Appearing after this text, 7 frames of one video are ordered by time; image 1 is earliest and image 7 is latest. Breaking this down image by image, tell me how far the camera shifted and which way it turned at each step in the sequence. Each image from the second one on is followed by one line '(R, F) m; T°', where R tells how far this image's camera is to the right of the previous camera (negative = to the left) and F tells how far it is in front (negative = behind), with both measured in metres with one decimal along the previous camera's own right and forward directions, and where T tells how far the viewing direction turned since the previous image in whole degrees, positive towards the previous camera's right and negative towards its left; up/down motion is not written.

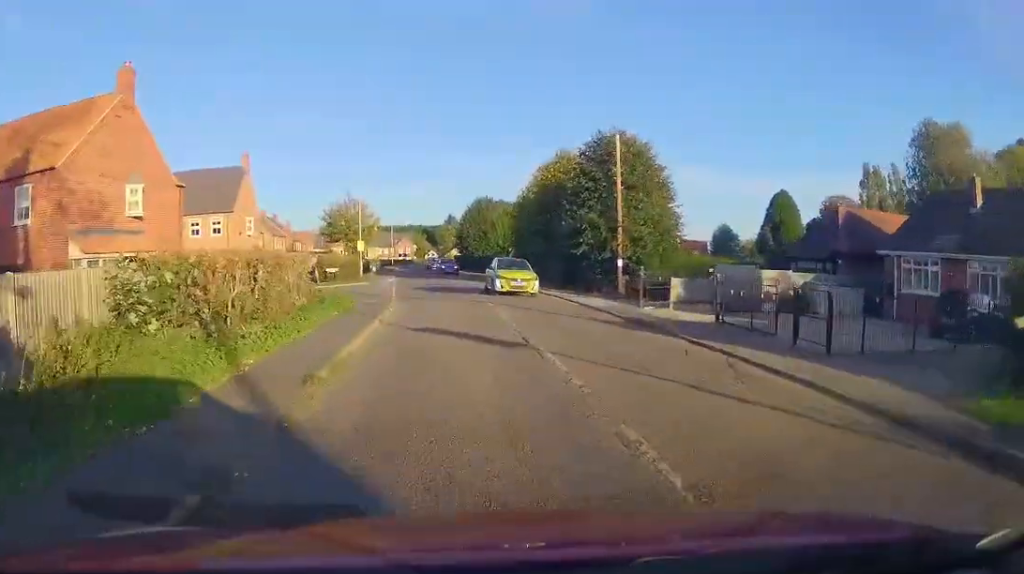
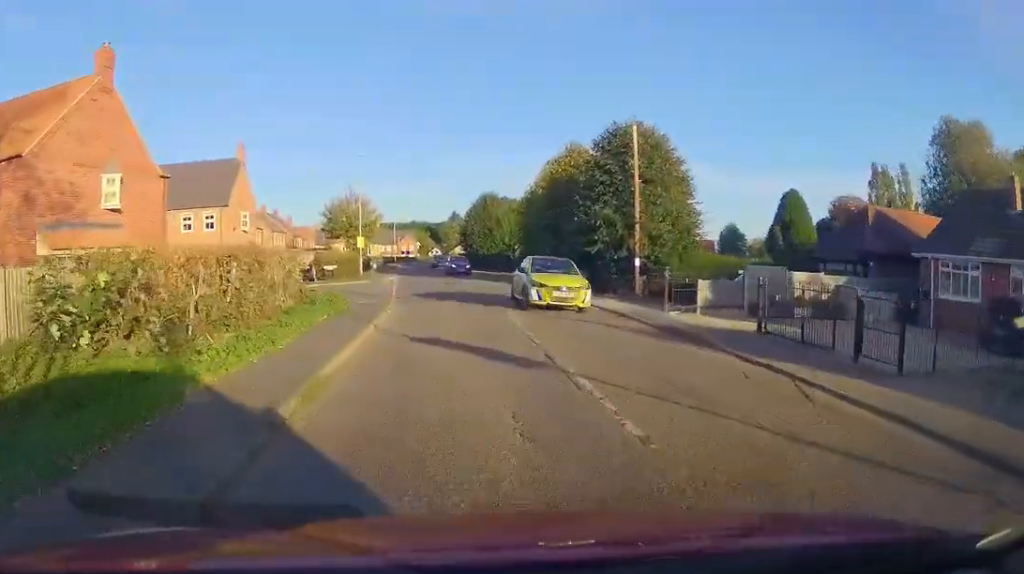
(+0.2, +2.7) m; 0°
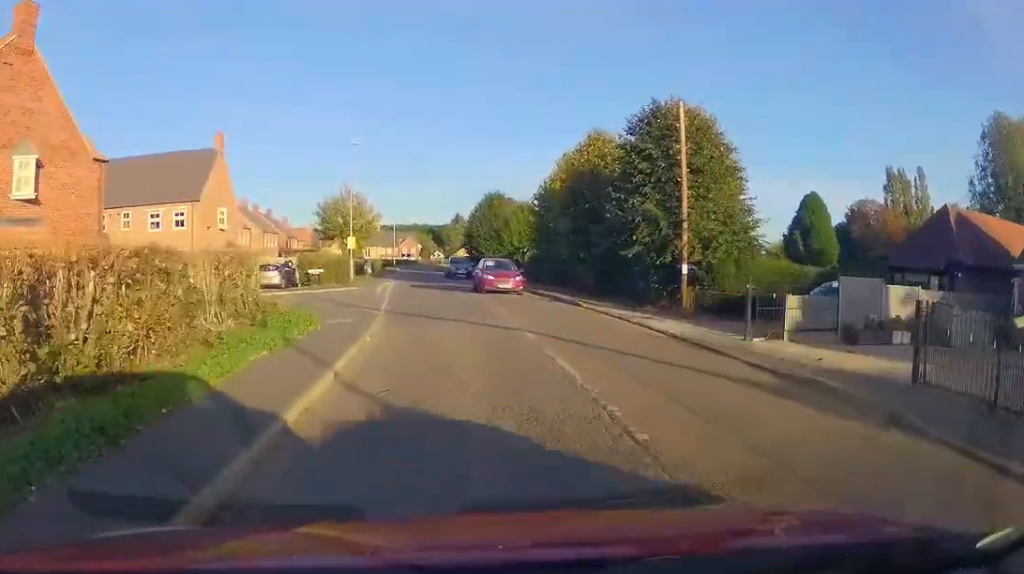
(-0.2, +7.1) m; -1°
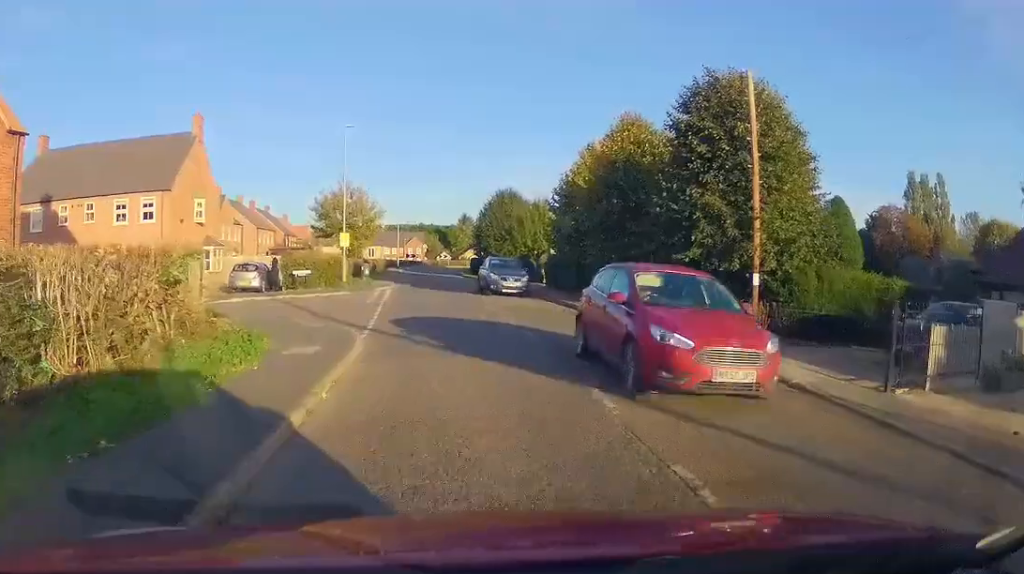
(+0.2, +5.6) m; -1°
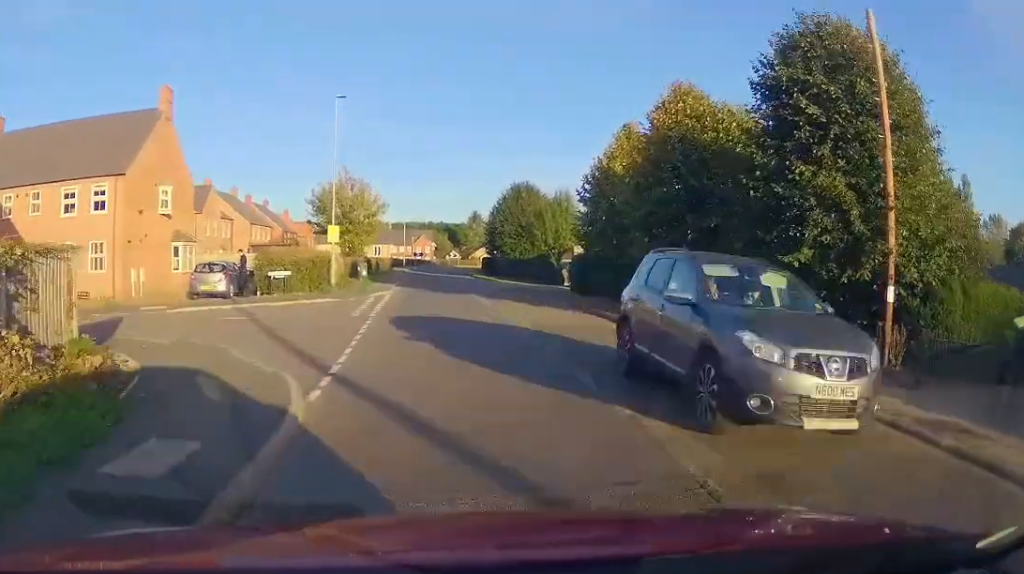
(-0.3, +6.1) m; -1°
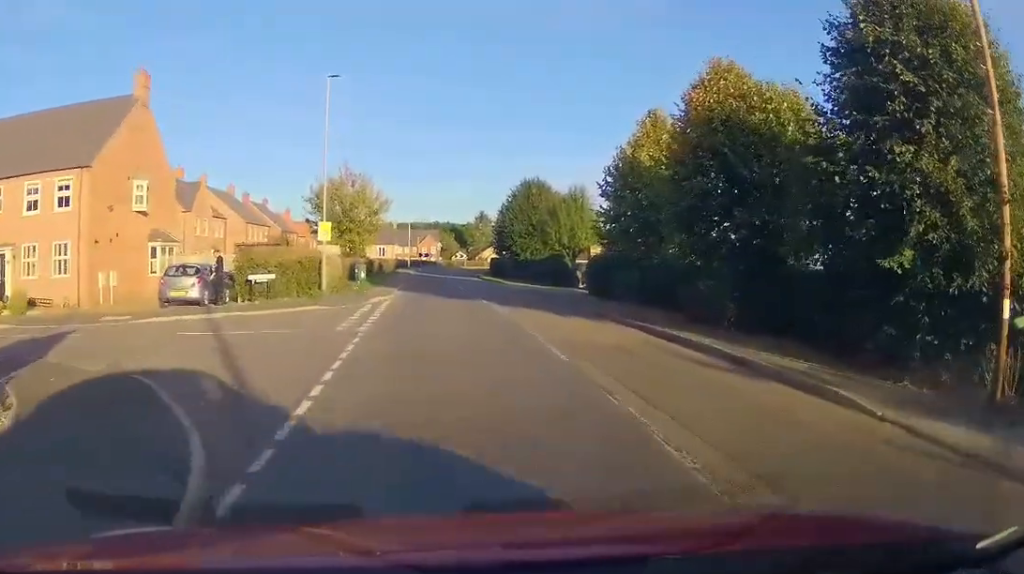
(+0.2, +3.8) m; -2°
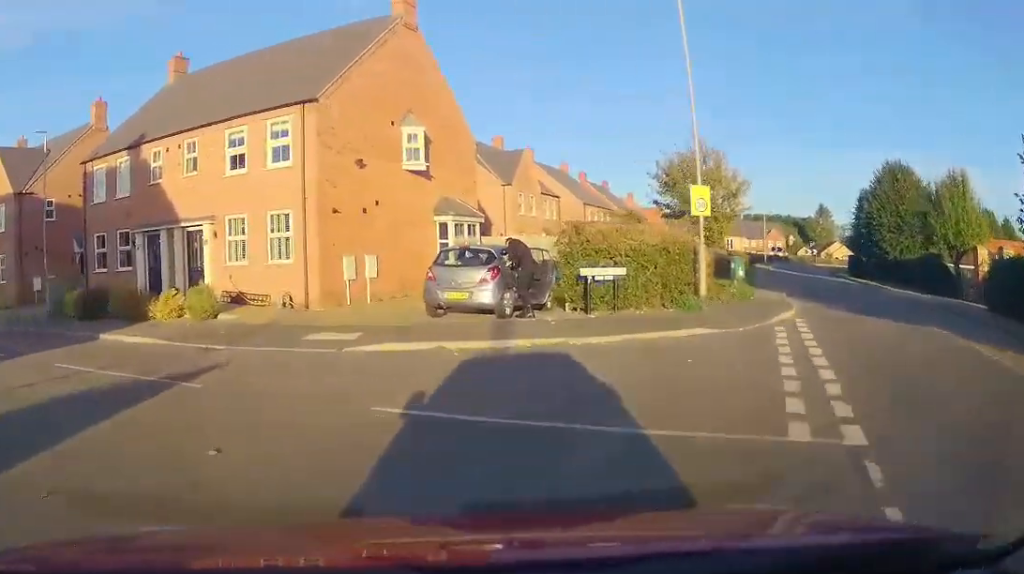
(-1.8, +10.1) m; -28°
